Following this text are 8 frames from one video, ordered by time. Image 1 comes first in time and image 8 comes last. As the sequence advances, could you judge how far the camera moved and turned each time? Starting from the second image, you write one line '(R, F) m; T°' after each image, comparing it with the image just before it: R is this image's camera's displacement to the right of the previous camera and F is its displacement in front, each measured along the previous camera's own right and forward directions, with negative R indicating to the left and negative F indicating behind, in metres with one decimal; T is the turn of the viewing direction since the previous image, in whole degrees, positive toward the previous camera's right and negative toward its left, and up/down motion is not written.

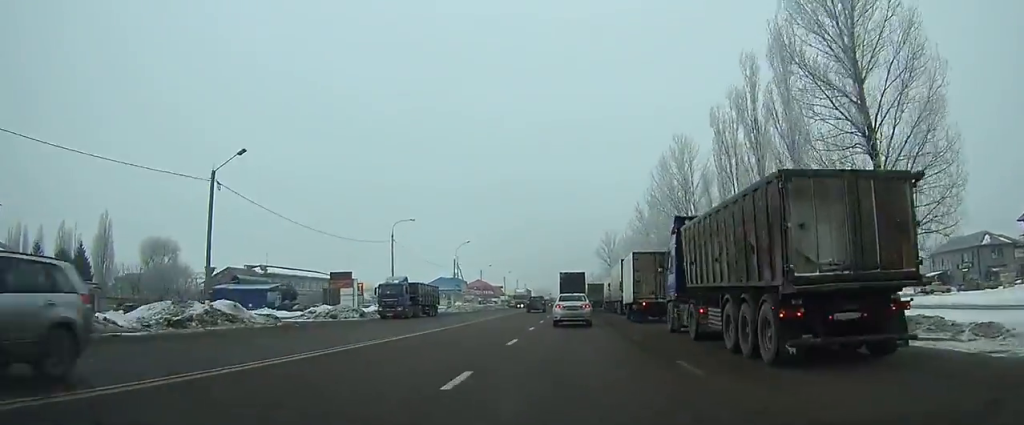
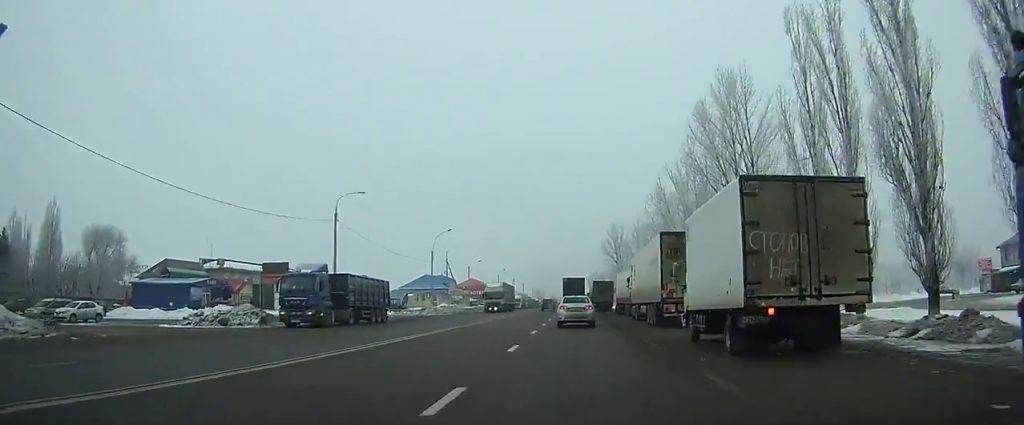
(-0.1, +19.0) m; 0°
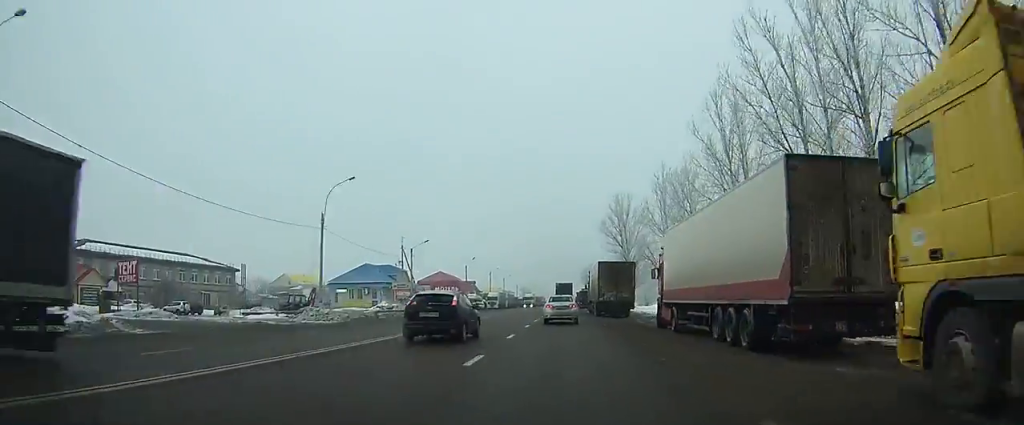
(0.0, +37.0) m; 0°
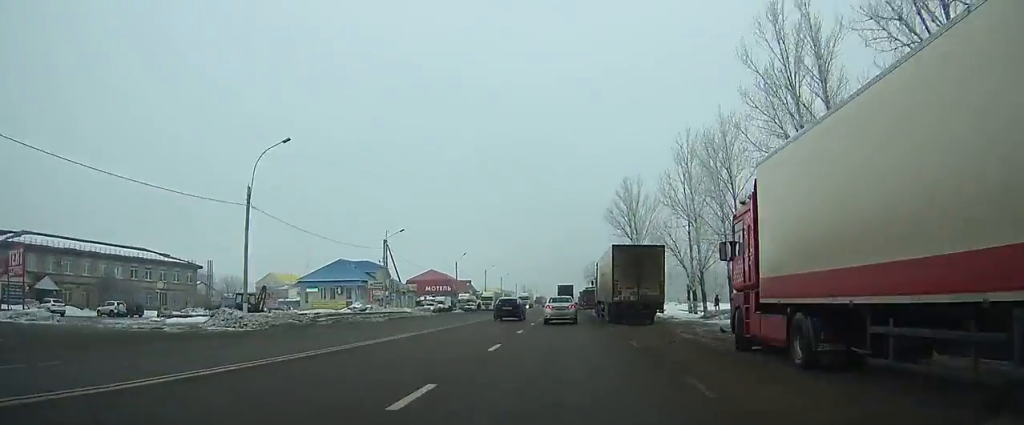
(0.0, +13.0) m; 0°
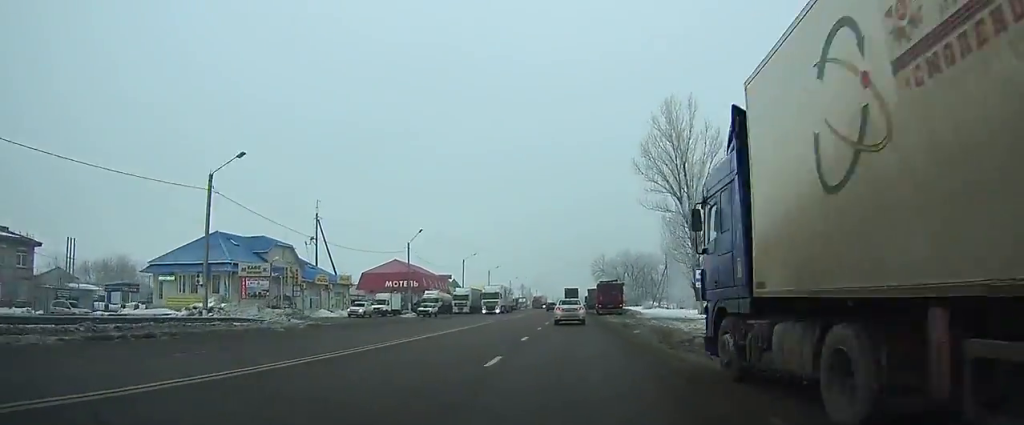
(+0.2, +35.5) m; +1°
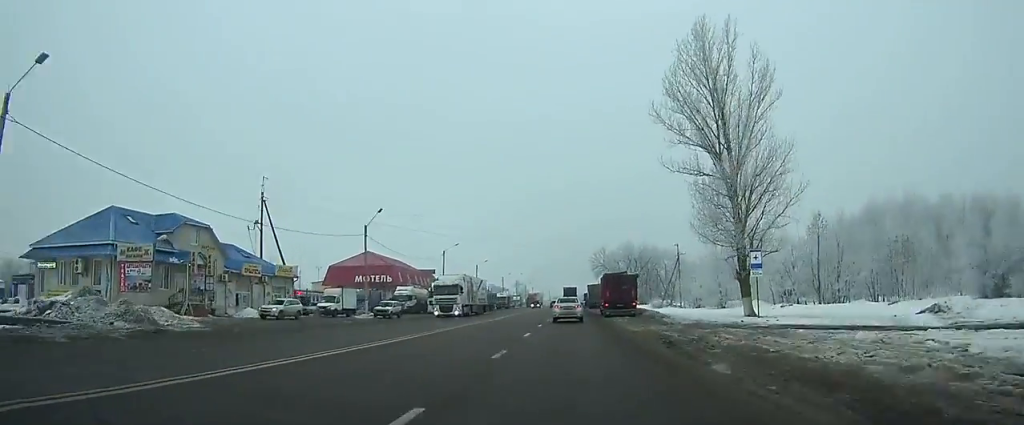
(+0.1, +15.2) m; 0°
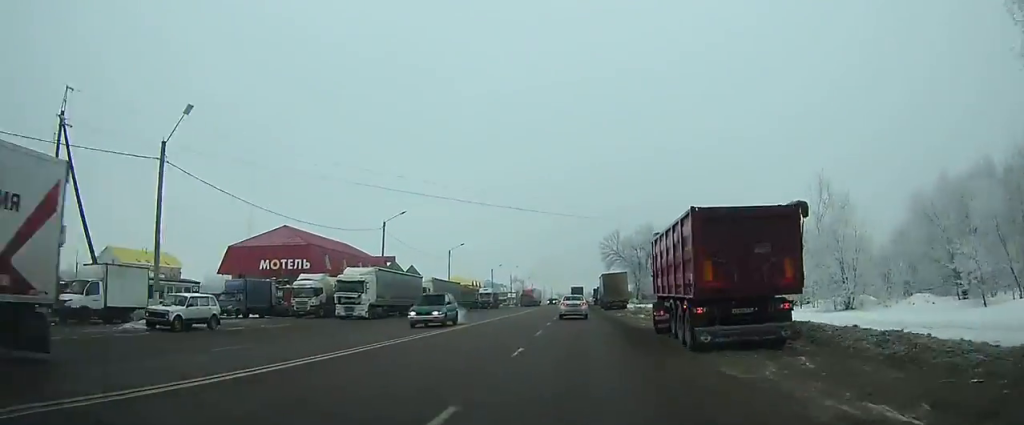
(+0.2, +32.6) m; 0°
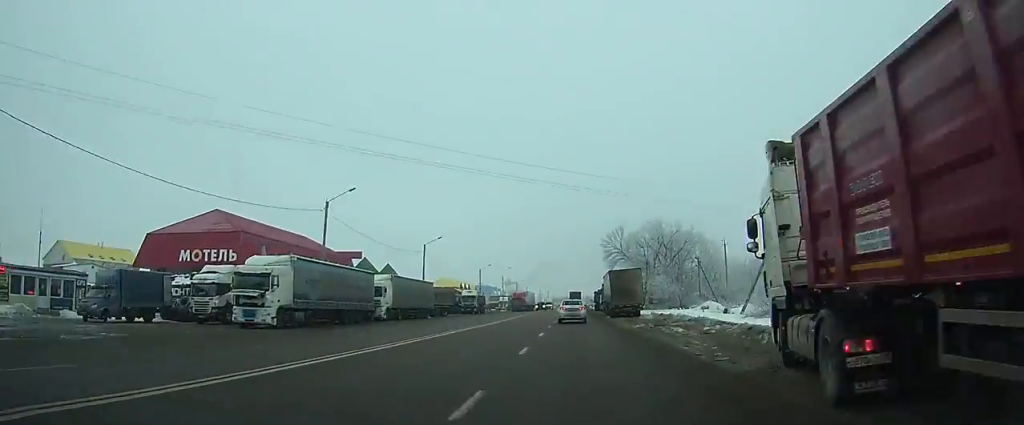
(-0.1, +14.2) m; 0°
